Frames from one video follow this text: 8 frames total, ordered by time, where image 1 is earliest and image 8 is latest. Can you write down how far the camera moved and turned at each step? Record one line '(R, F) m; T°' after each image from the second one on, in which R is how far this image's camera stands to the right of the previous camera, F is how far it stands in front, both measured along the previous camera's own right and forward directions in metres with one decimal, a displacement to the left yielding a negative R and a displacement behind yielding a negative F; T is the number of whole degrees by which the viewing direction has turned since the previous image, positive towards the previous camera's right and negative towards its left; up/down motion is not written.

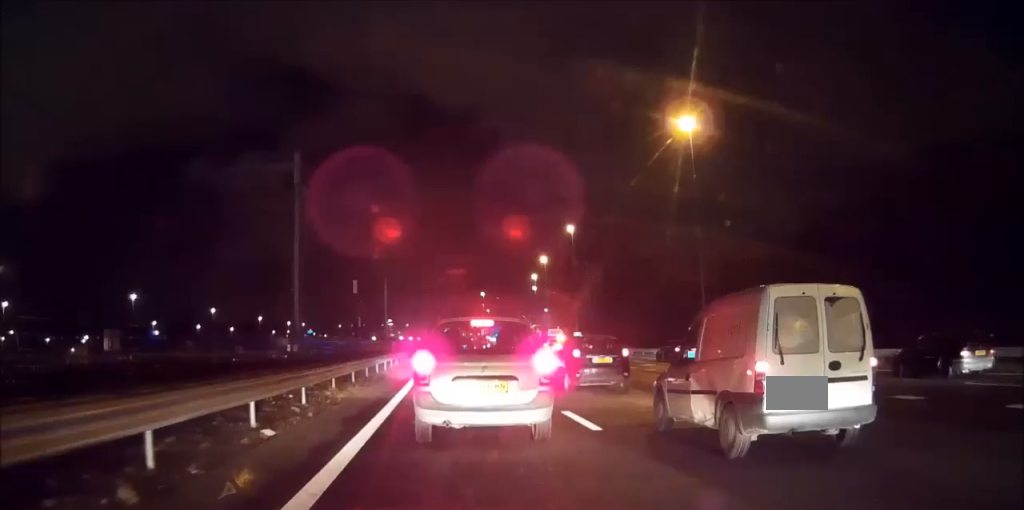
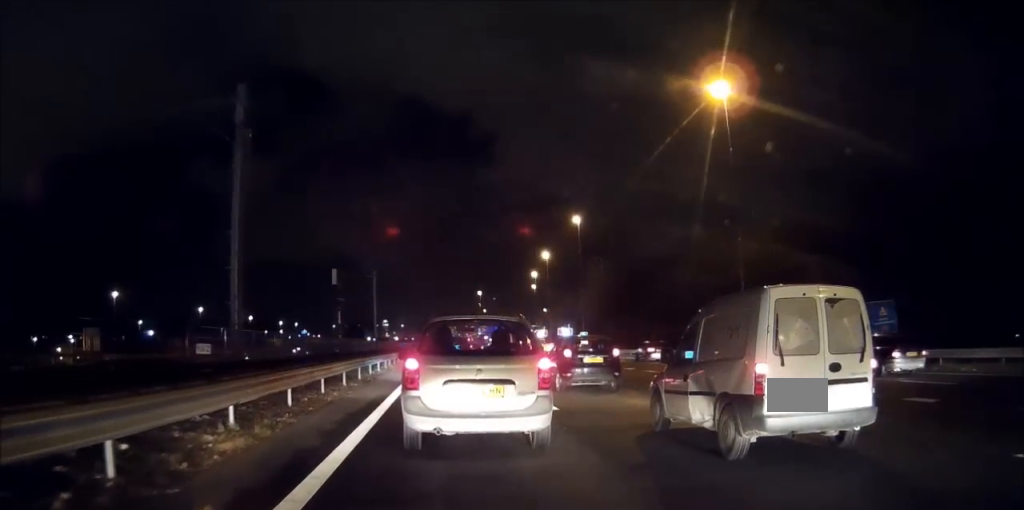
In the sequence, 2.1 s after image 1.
(+0.2, +8.4) m; +1°
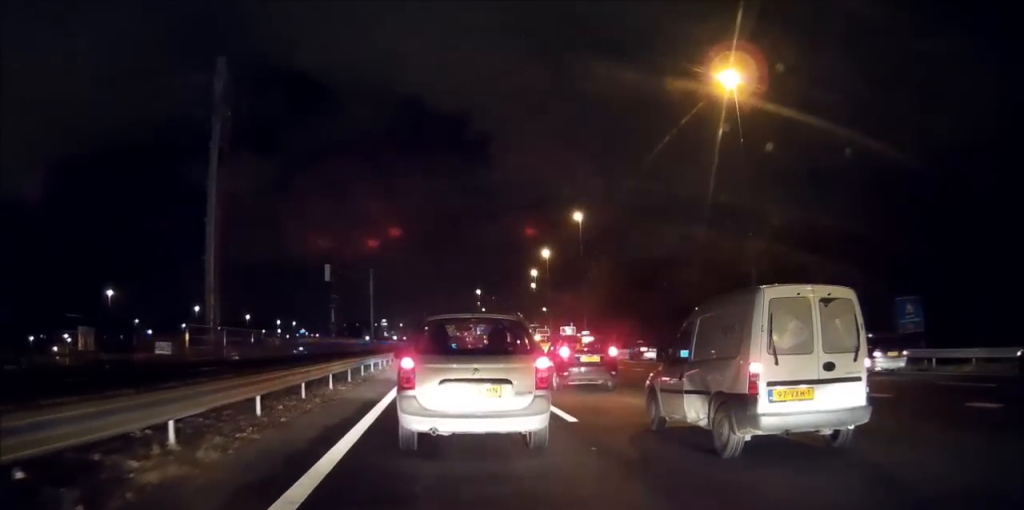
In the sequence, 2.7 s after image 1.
(0.0, +2.2) m; 0°
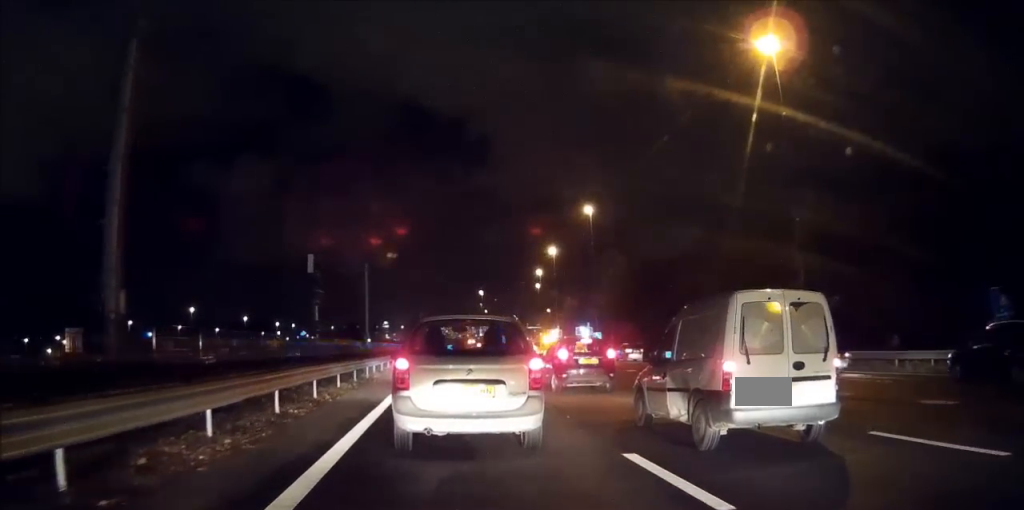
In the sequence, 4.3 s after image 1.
(-0.2, +6.5) m; -4°
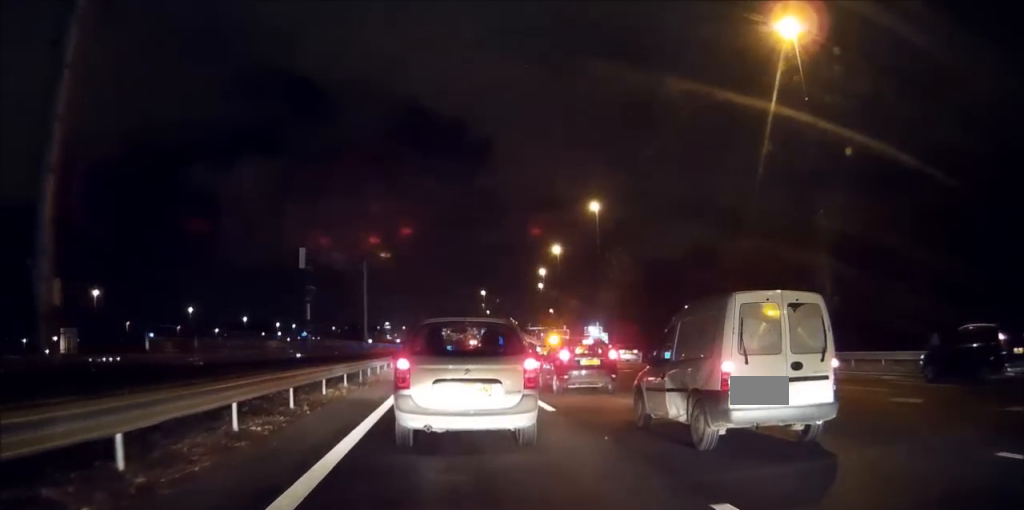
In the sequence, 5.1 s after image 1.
(0.0, +2.9) m; 0°
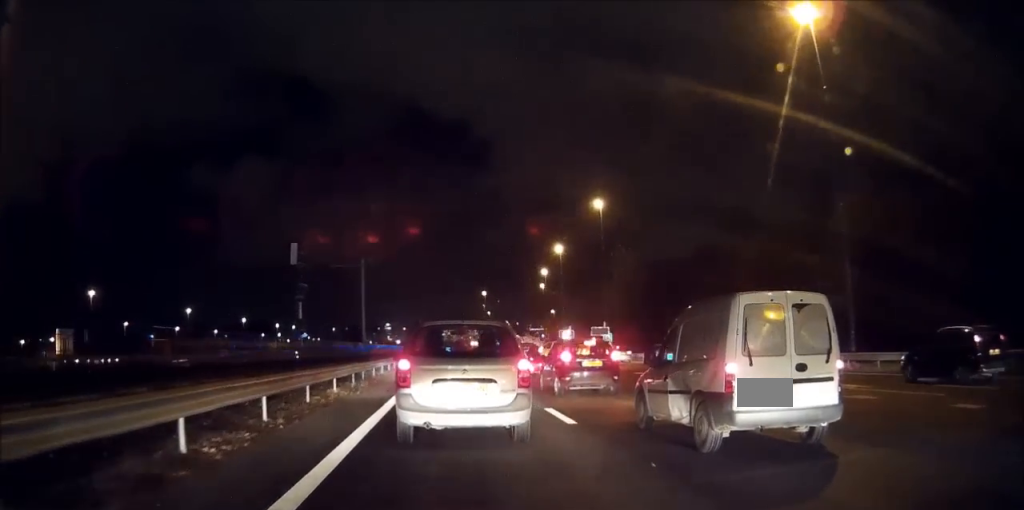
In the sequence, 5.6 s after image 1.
(0.0, +2.3) m; +1°
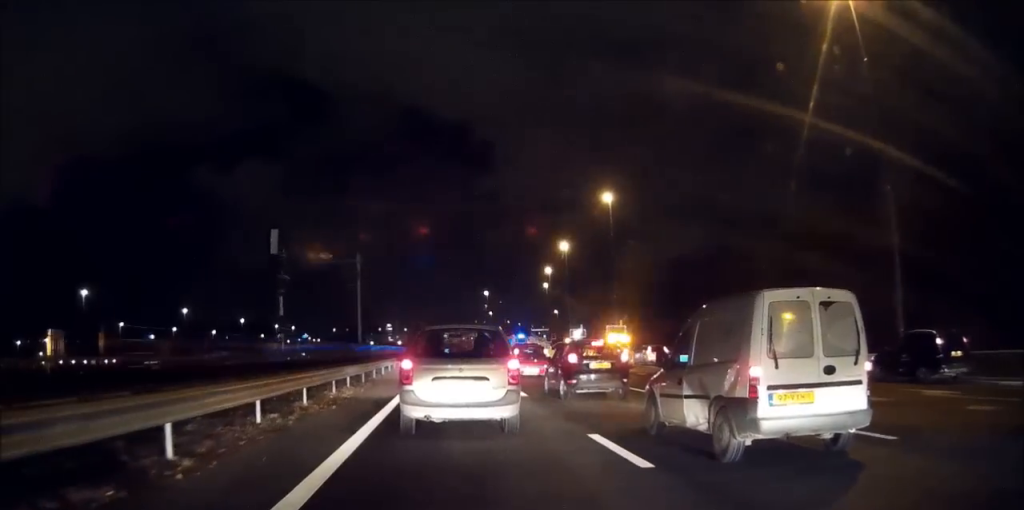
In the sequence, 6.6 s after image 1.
(+0.1, +4.4) m; 0°
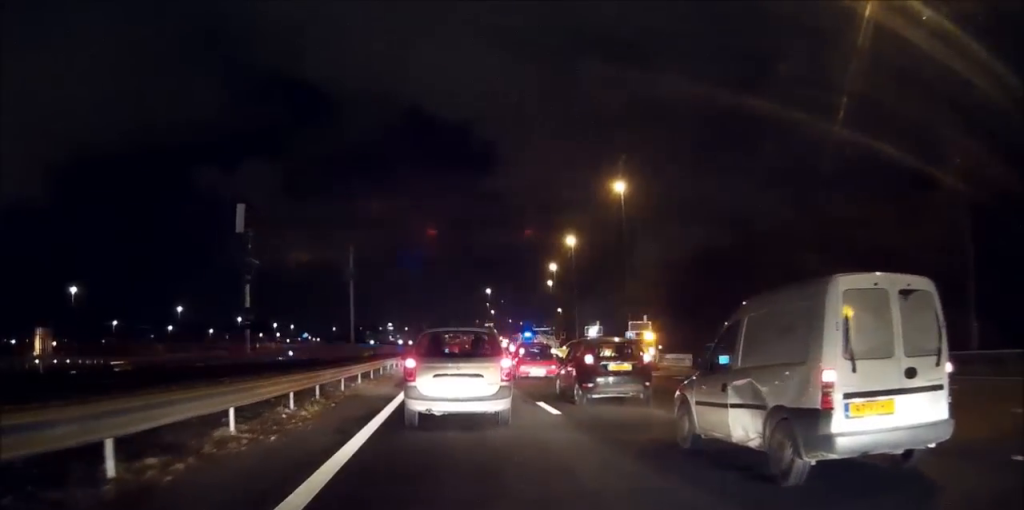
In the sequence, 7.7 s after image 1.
(-0.2, +5.5) m; -2°
